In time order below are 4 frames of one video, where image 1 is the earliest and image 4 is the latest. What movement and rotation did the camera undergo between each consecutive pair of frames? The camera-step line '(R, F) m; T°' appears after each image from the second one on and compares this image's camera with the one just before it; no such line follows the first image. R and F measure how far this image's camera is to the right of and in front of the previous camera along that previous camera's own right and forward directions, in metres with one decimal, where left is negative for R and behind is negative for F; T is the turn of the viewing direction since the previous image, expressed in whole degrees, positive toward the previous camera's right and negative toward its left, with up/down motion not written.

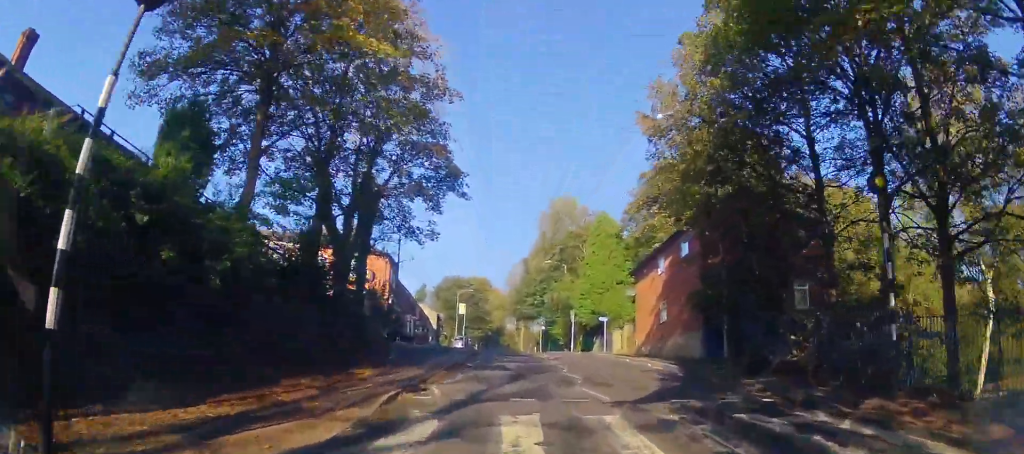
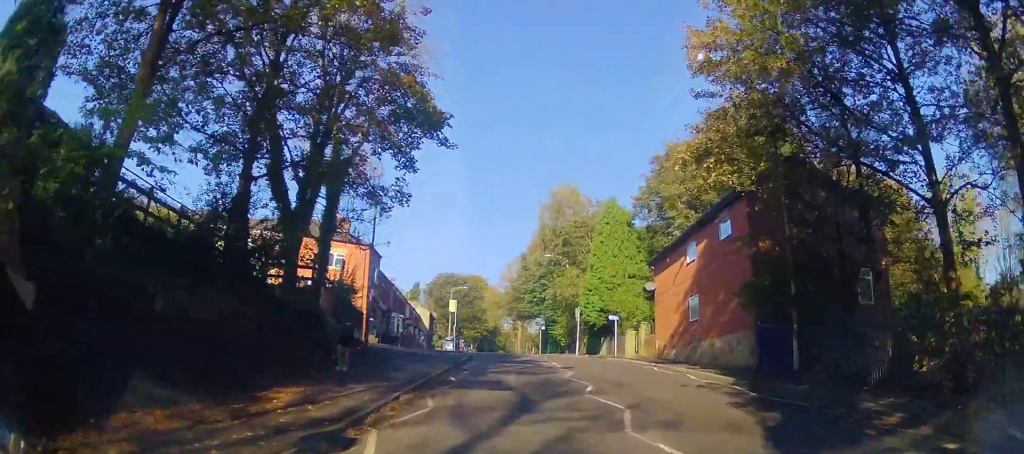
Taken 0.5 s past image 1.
(+0.1, +5.5) m; +1°
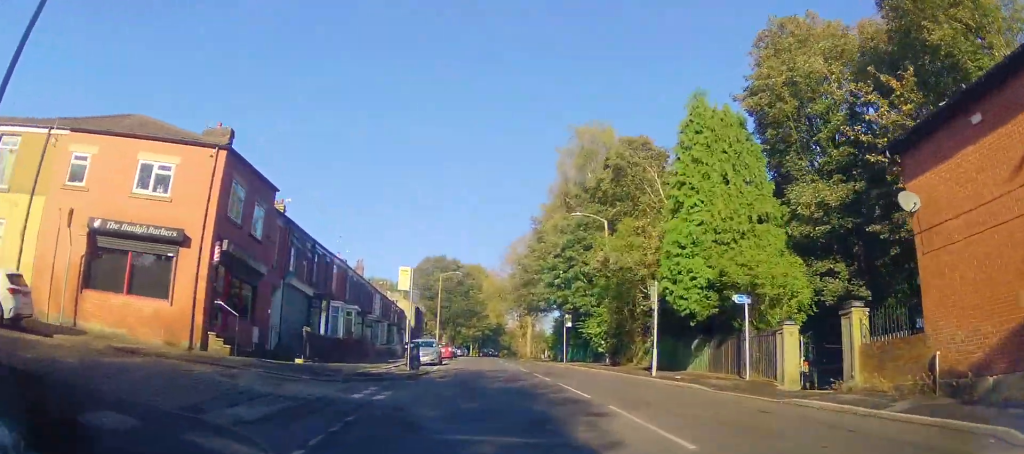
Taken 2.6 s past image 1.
(-0.7, +20.9) m; -1°
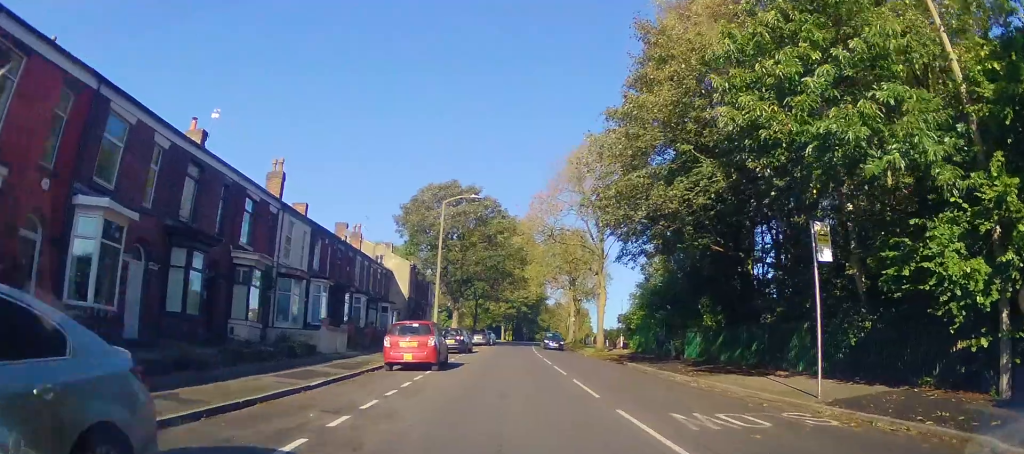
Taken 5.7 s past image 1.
(+0.3, +30.6) m; -2°
